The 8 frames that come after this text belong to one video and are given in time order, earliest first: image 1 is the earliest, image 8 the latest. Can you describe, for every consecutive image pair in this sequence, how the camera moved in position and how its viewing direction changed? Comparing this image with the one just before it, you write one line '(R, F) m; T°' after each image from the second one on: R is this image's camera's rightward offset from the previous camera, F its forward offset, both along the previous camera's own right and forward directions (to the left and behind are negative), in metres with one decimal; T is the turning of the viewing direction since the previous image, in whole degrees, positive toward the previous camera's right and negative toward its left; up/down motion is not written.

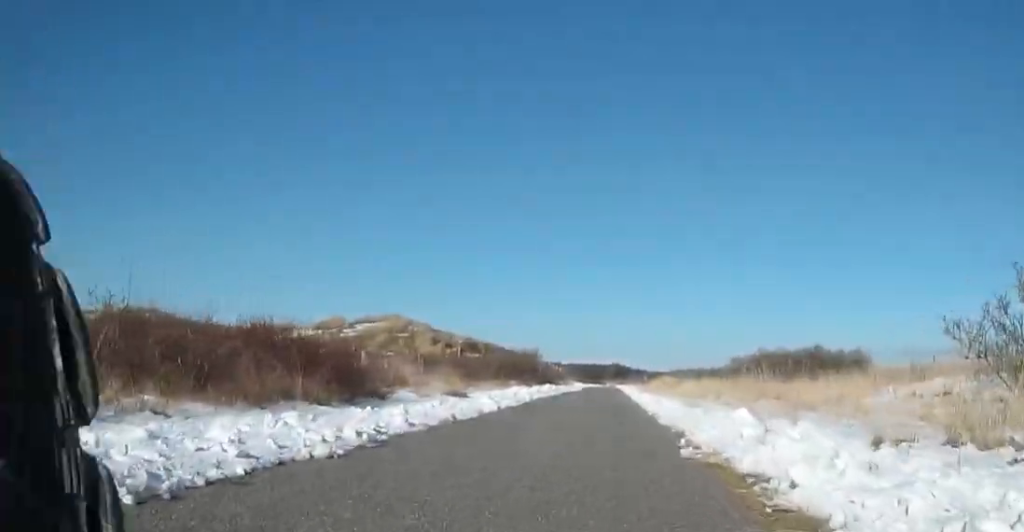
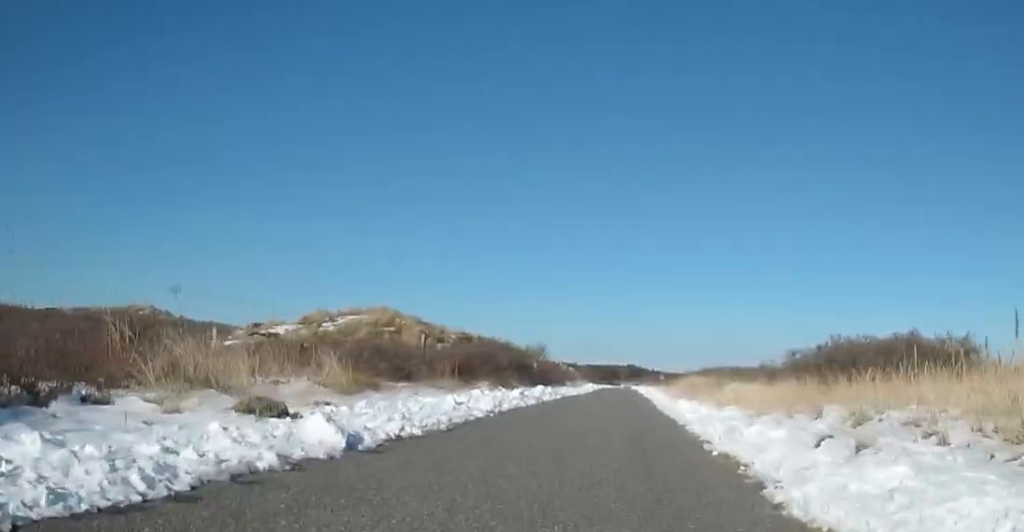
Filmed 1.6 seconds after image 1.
(0.0, +7.3) m; 0°
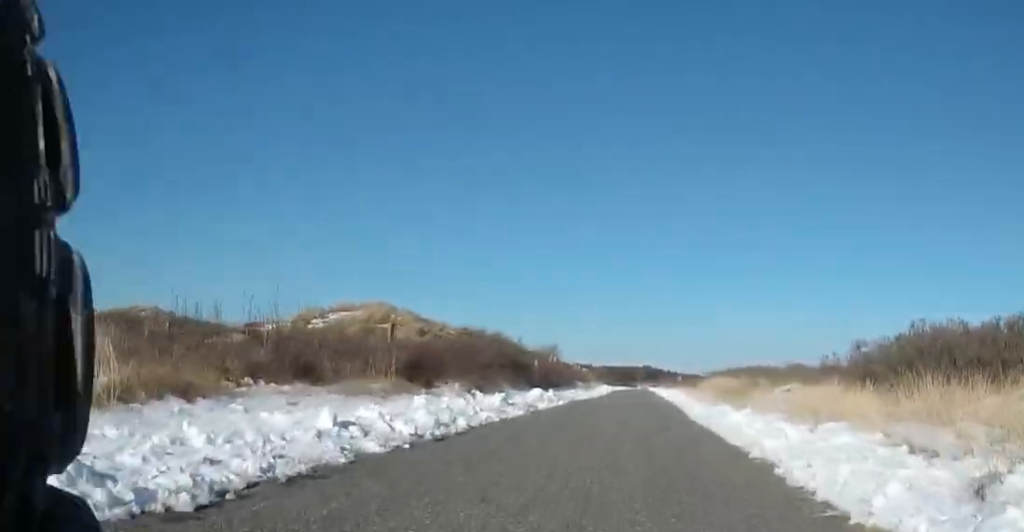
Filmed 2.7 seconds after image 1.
(0.0, +4.4) m; 0°
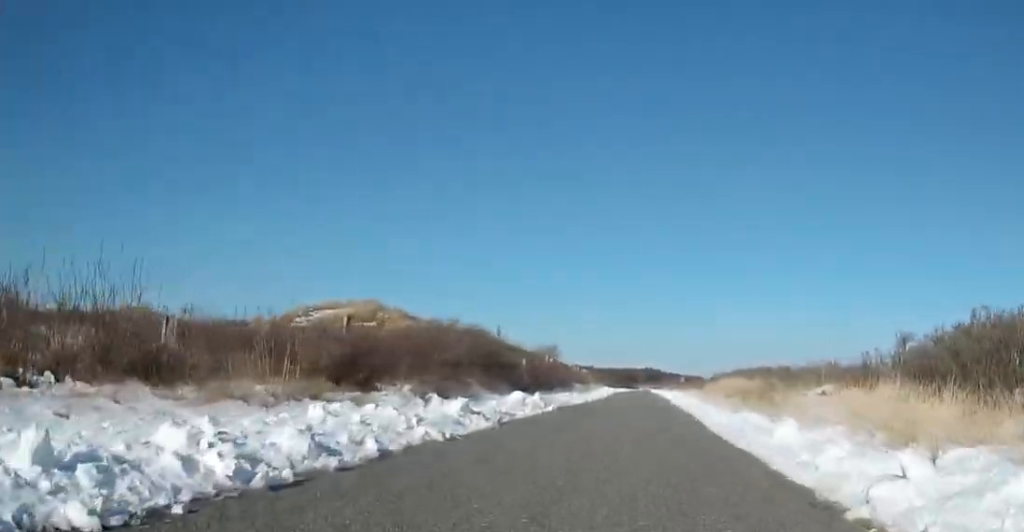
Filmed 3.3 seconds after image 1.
(0.0, +2.6) m; 0°
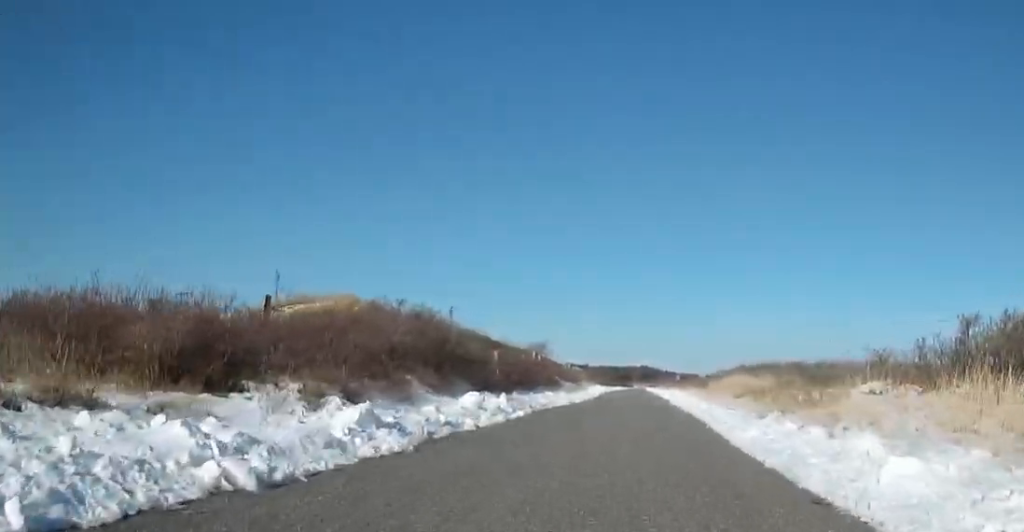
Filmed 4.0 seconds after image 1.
(0.0, +2.9) m; 0°
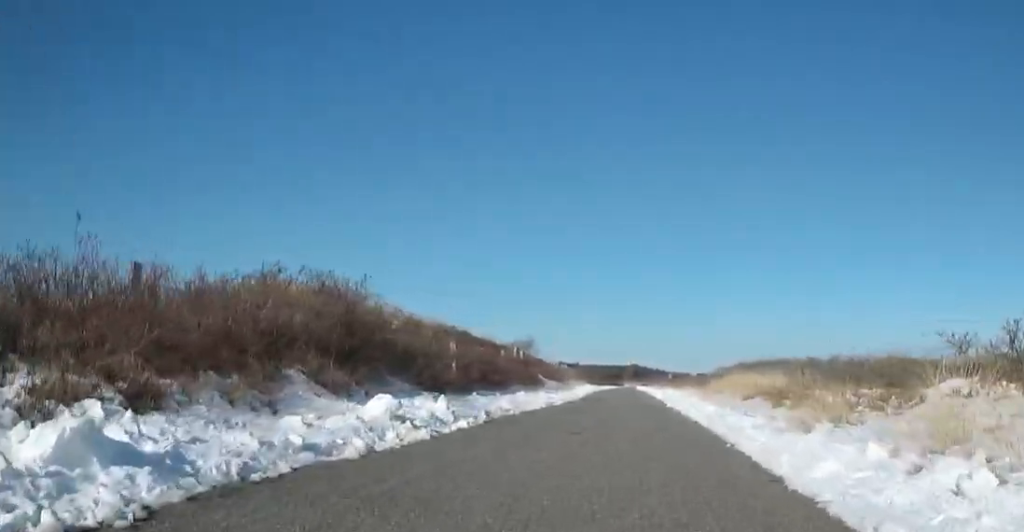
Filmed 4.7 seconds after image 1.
(0.0, +3.0) m; 0°
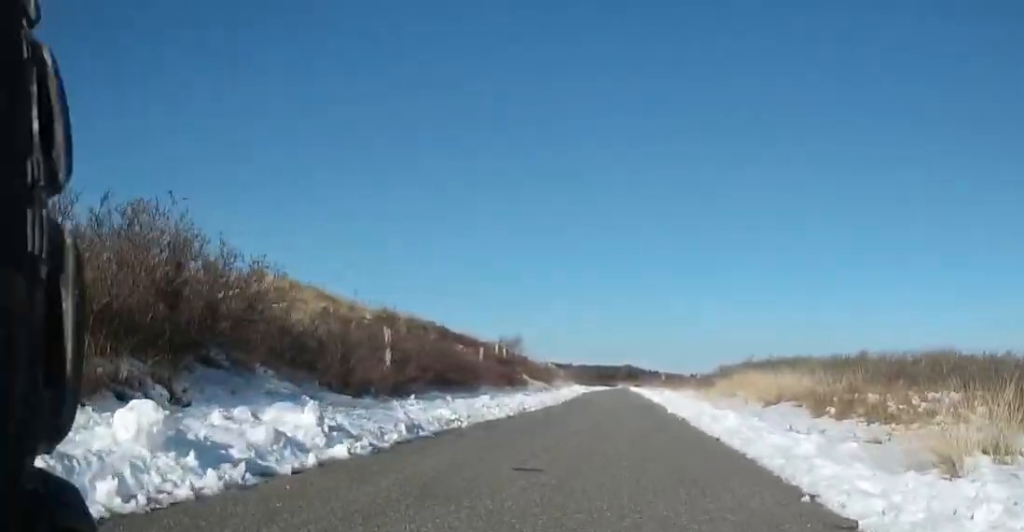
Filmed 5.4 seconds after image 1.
(0.0, +3.2) m; 0°
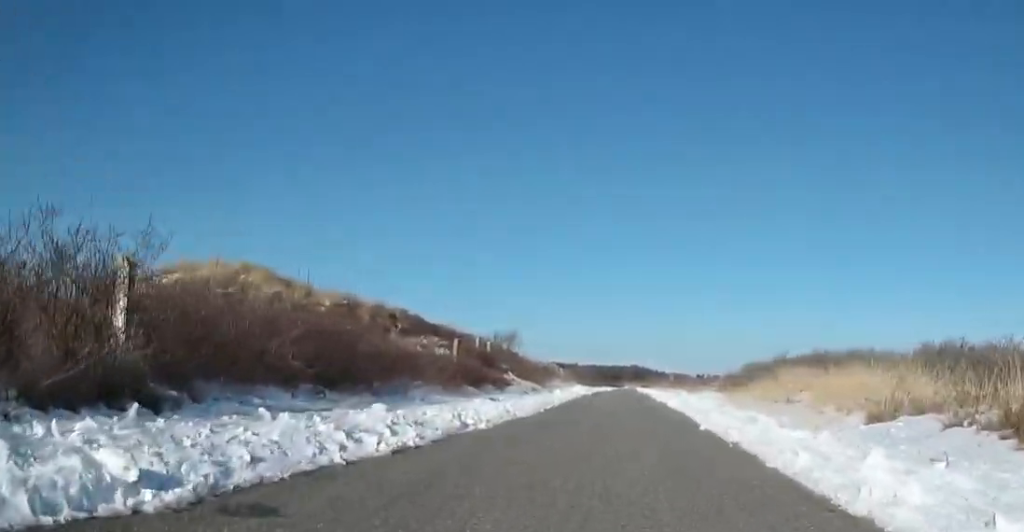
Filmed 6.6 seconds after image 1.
(0.0, +5.3) m; 0°
